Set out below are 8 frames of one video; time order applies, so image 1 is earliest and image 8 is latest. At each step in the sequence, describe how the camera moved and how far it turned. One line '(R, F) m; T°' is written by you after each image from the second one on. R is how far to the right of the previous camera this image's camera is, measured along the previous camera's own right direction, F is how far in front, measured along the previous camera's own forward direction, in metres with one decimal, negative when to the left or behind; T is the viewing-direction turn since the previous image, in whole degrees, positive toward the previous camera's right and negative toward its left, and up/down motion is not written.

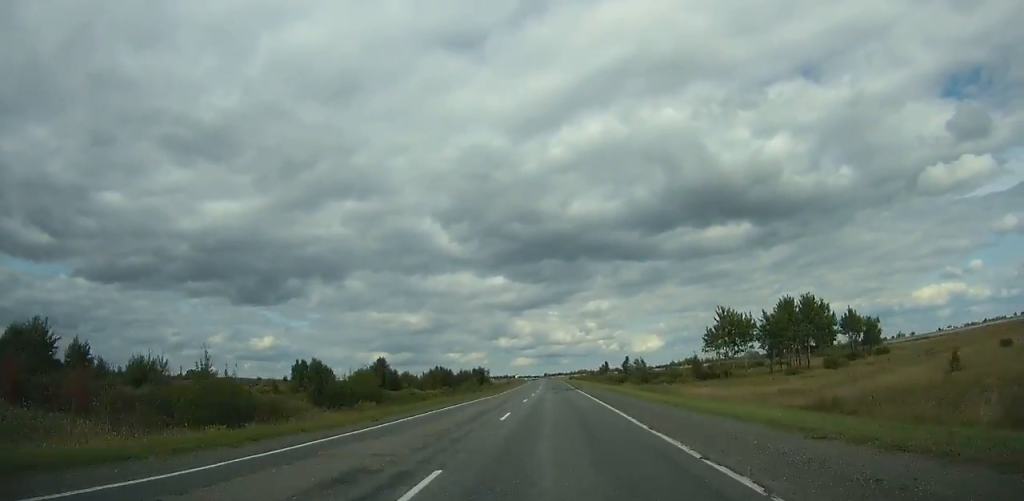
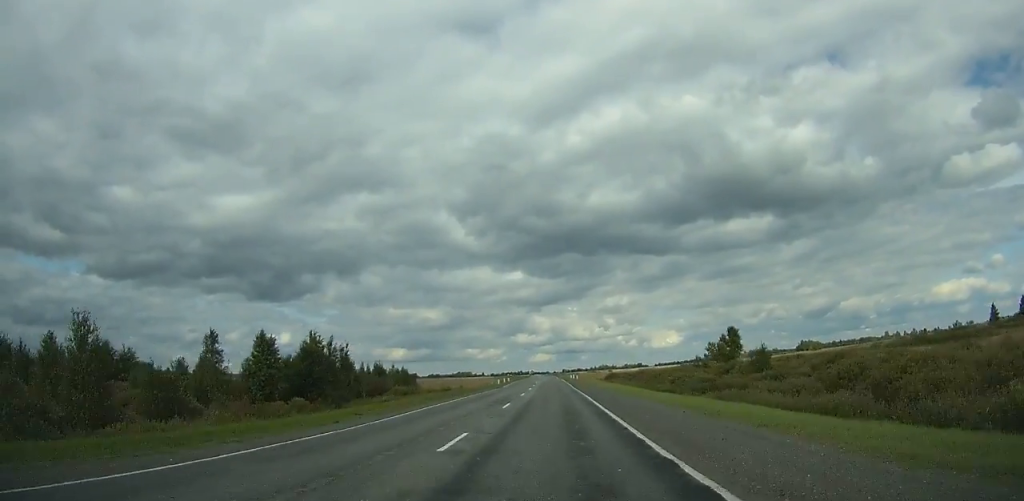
(-0.9, +139.0) m; -1°
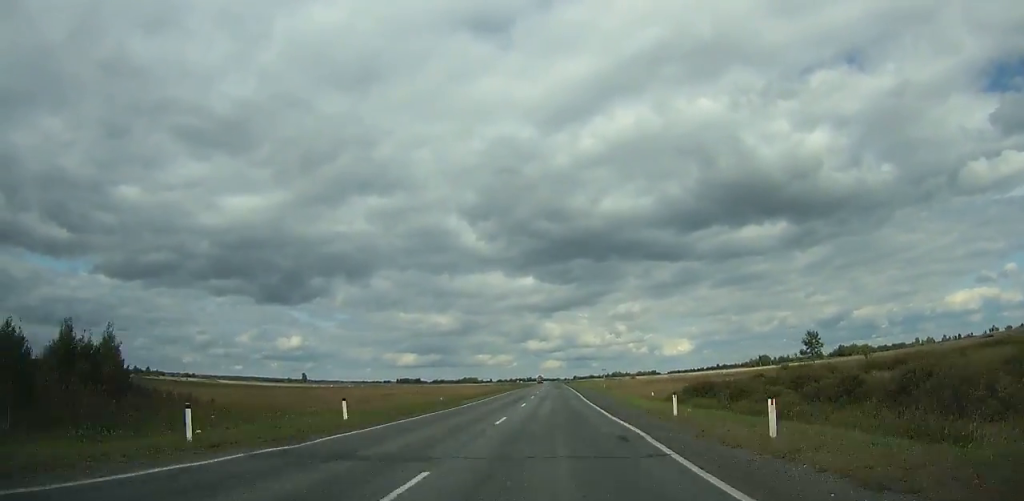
(-0.9, +76.3) m; -1°
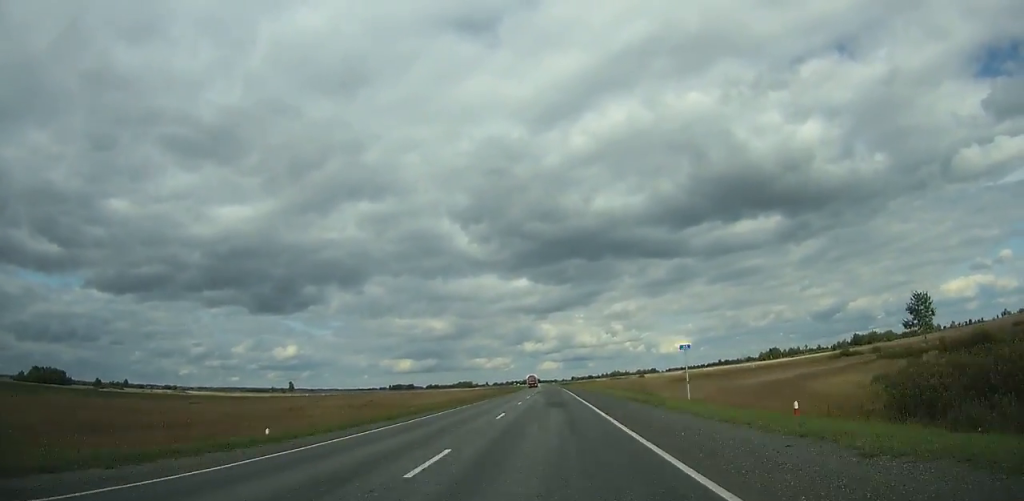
(-0.3, +45.6) m; 0°
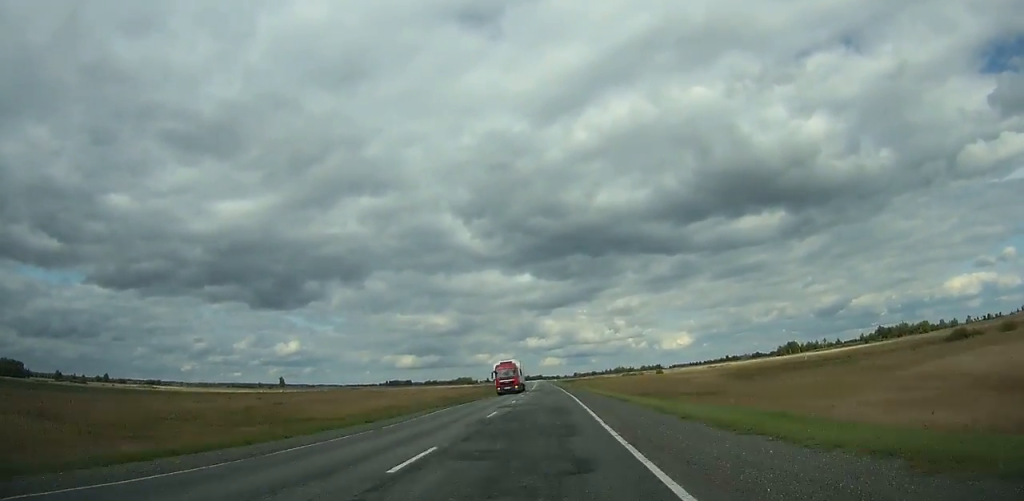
(+0.2, +48.1) m; 0°
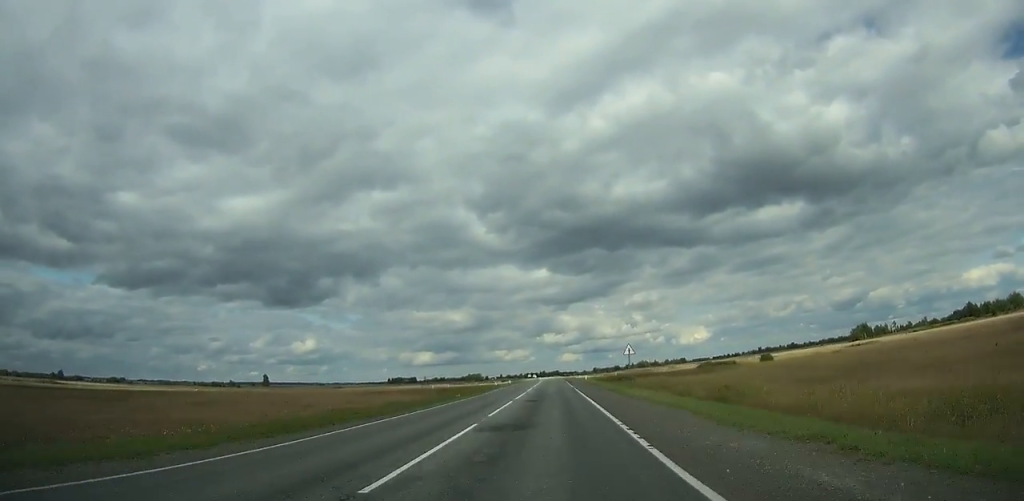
(-1.4, +119.2) m; -2°
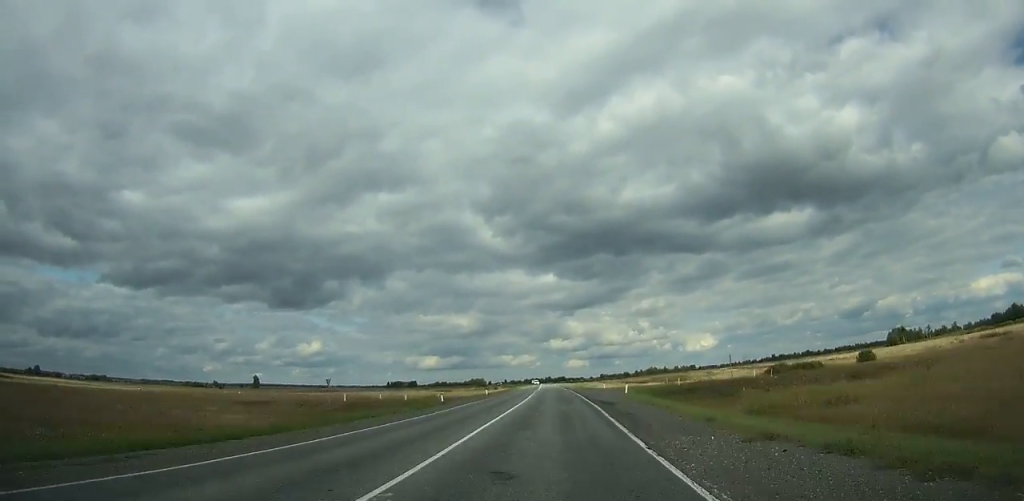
(-0.2, +48.2) m; -1°
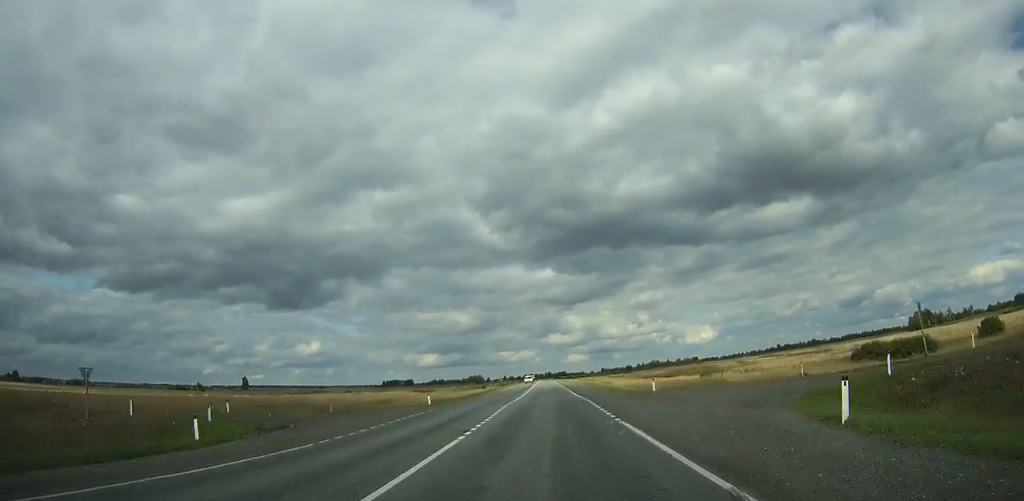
(-0.2, +33.0) m; 0°
